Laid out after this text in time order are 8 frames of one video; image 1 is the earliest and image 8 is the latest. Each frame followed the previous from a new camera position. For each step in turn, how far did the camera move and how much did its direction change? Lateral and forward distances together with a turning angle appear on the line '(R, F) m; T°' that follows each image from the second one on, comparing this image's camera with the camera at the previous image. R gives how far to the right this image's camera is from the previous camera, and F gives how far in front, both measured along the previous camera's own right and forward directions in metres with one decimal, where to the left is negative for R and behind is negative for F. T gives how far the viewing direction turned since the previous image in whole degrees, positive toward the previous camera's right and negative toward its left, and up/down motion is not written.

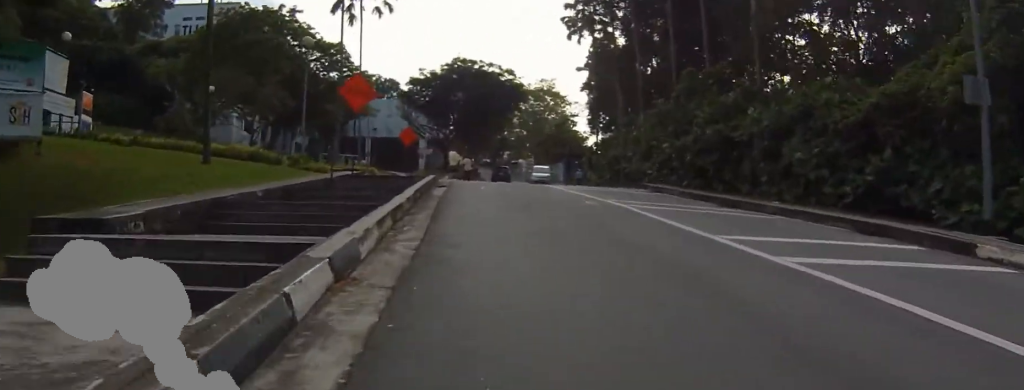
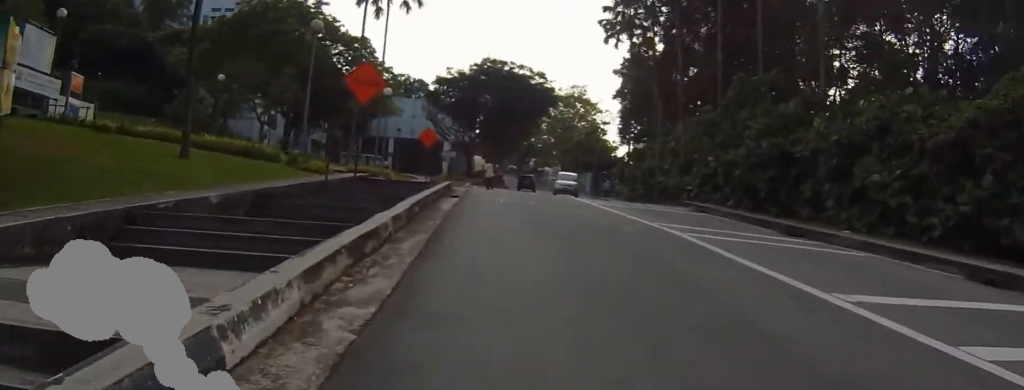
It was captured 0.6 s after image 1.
(-0.5, +2.8) m; -2°
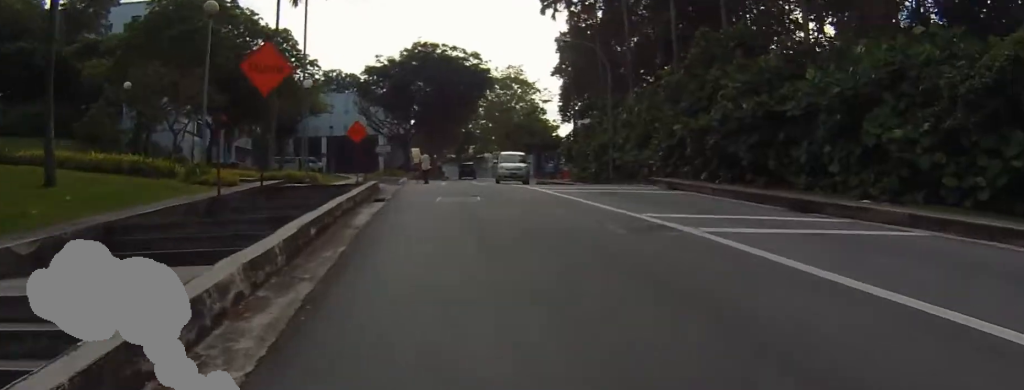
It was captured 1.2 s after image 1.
(+0.3, +2.9) m; -1°
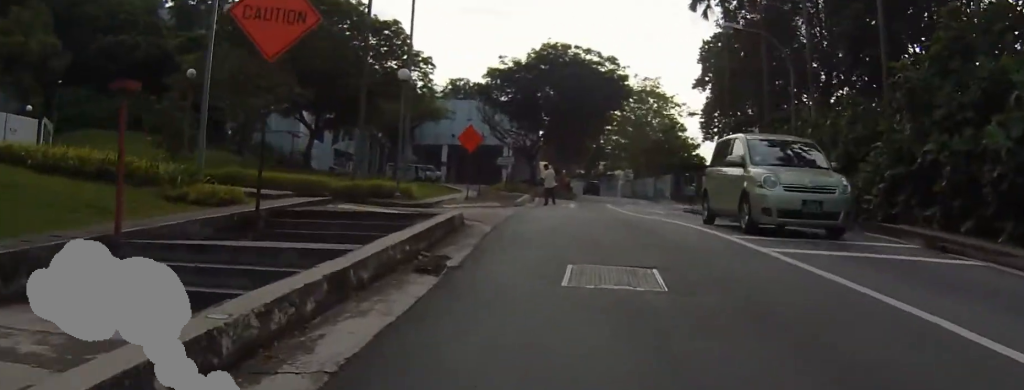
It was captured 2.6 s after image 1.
(-0.5, +7.8) m; +4°
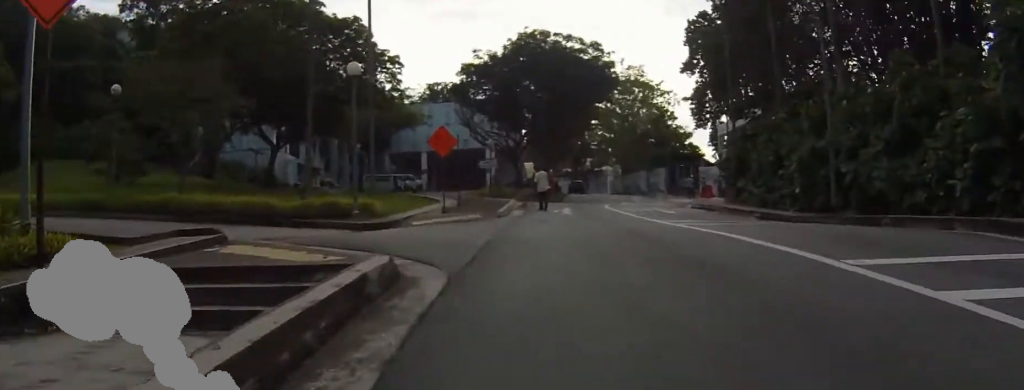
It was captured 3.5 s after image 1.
(+1.0, +4.7) m; -3°
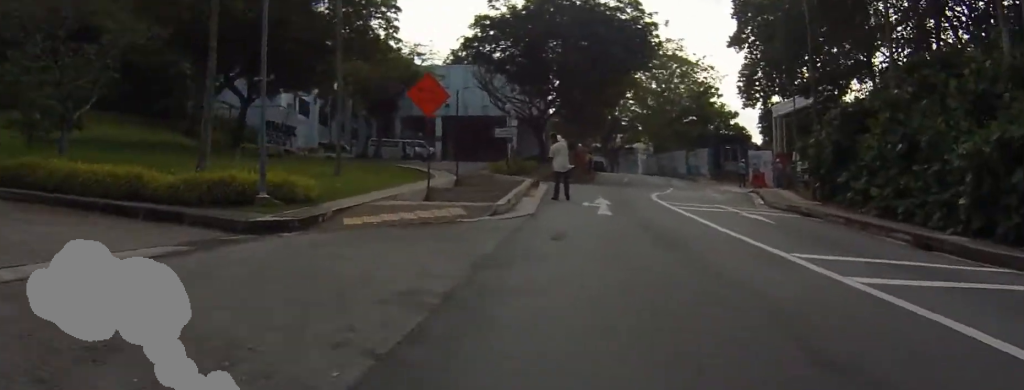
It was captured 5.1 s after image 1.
(-0.5, +8.3) m; +9°
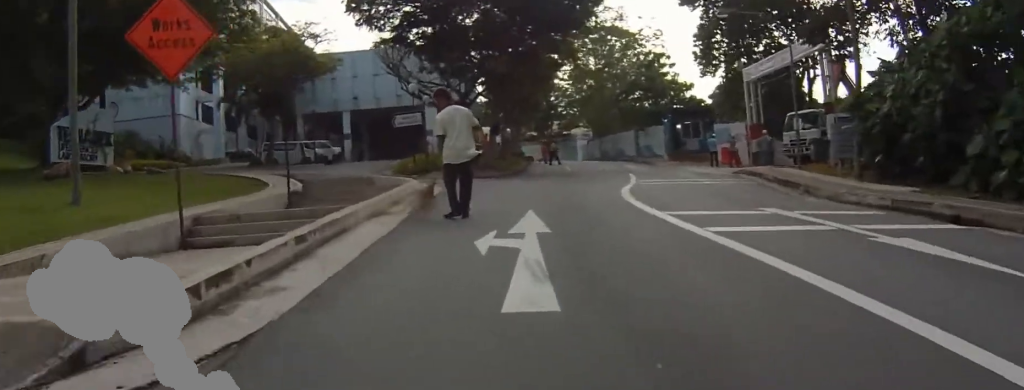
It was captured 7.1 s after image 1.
(+1.5, +10.4) m; +1°
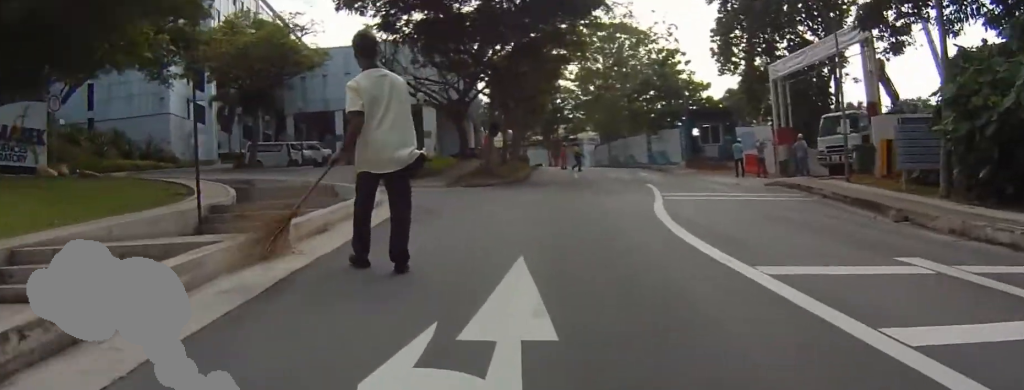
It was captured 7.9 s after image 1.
(-0.2, +4.4) m; -6°
